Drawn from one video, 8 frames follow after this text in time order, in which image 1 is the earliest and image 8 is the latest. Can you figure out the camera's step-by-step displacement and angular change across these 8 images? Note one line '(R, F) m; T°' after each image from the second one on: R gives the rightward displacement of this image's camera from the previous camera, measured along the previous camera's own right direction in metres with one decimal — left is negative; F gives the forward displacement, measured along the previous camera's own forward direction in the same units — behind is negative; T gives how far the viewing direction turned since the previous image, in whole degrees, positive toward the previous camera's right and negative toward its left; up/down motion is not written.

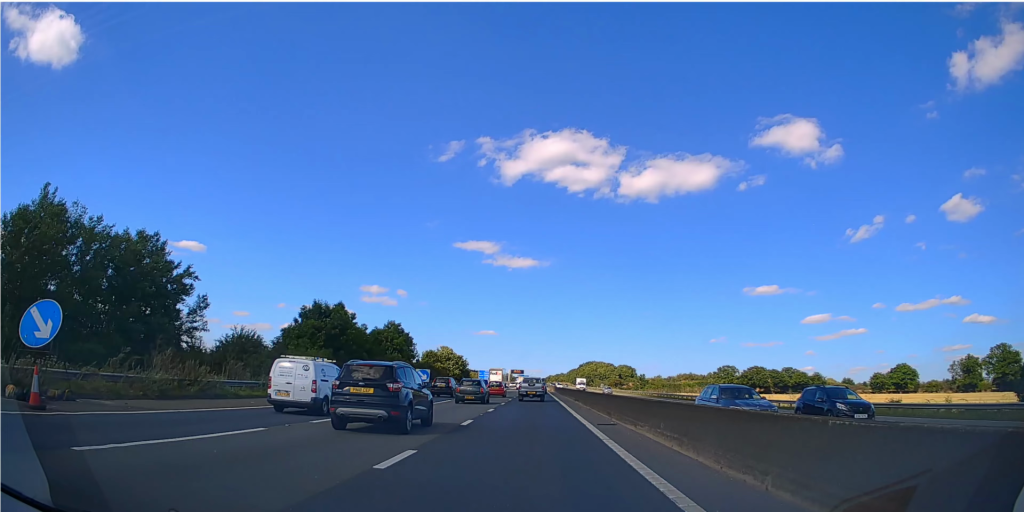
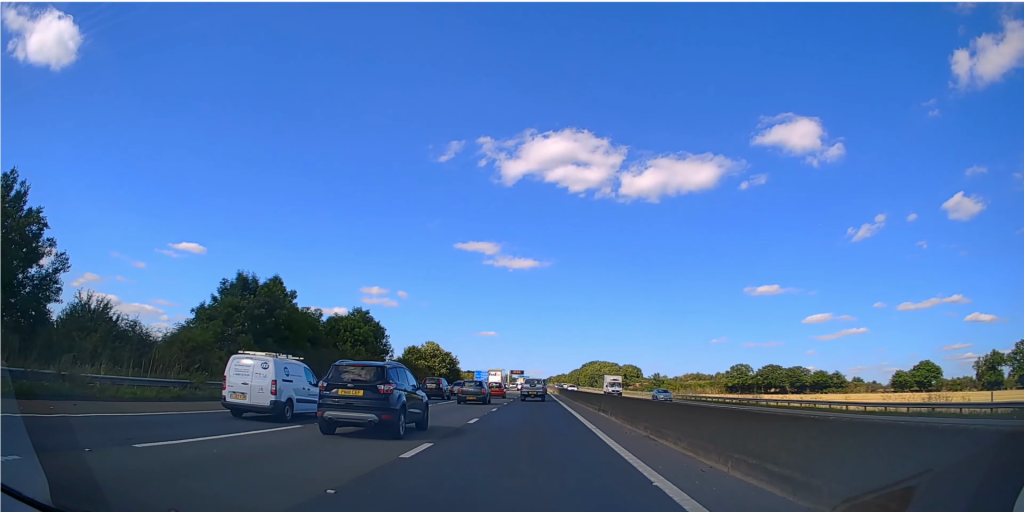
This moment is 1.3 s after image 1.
(-0.1, +17.2) m; 0°
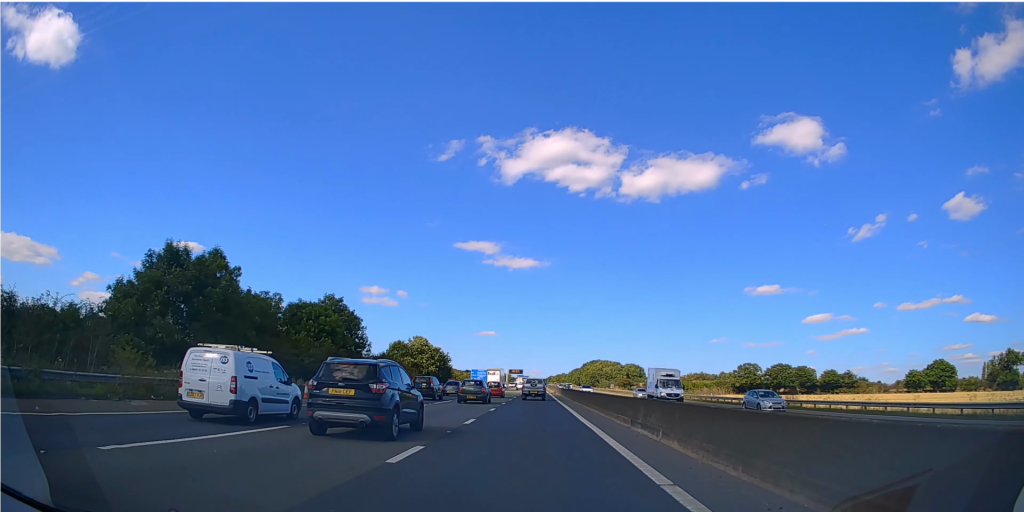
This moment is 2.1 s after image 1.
(+0.2, +10.3) m; +1°
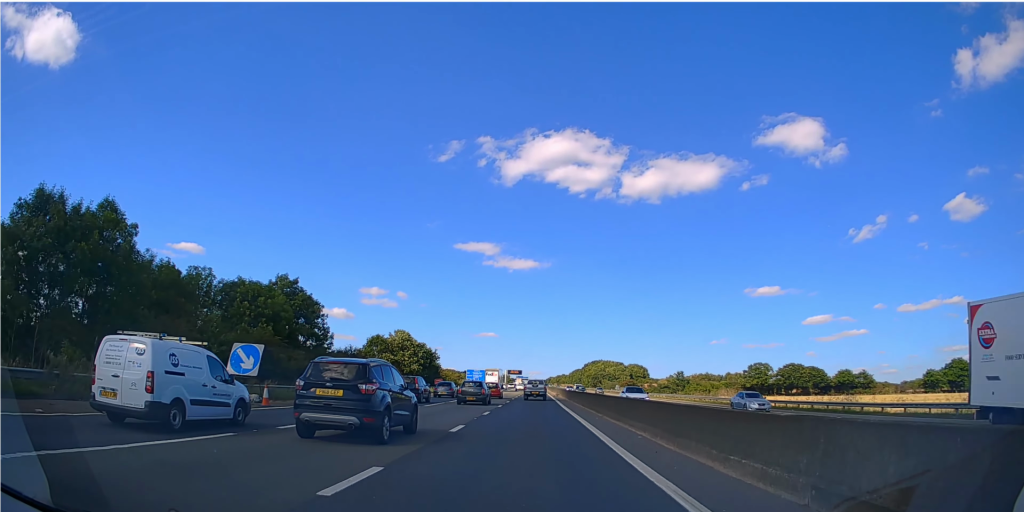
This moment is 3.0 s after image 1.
(+0.1, +12.3) m; 0°
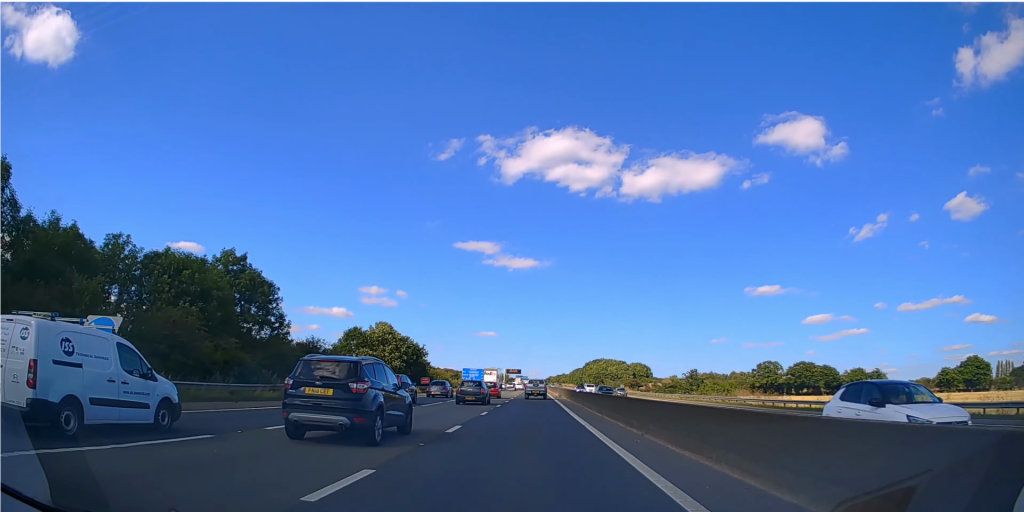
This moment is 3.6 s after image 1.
(0.0, +9.3) m; -1°
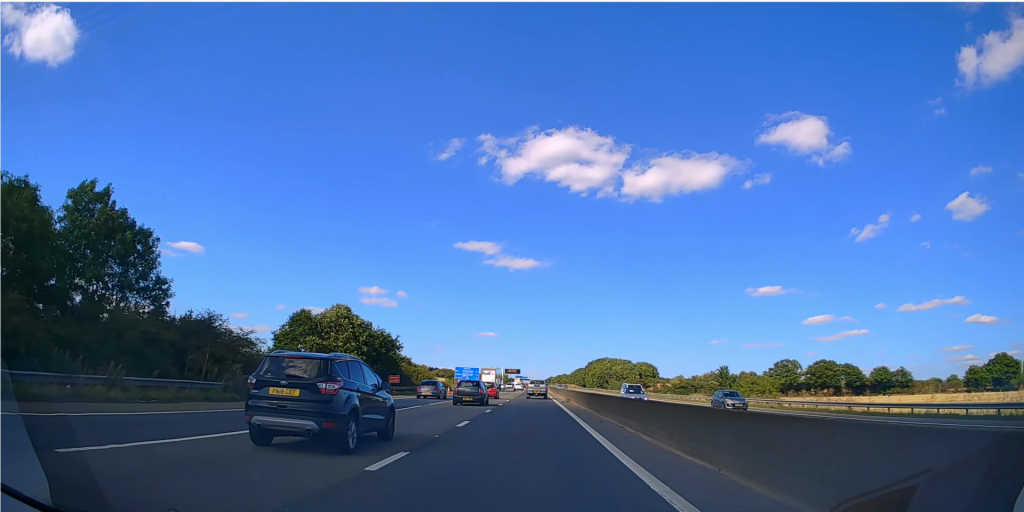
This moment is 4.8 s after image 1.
(-0.1, +16.4) m; +1°
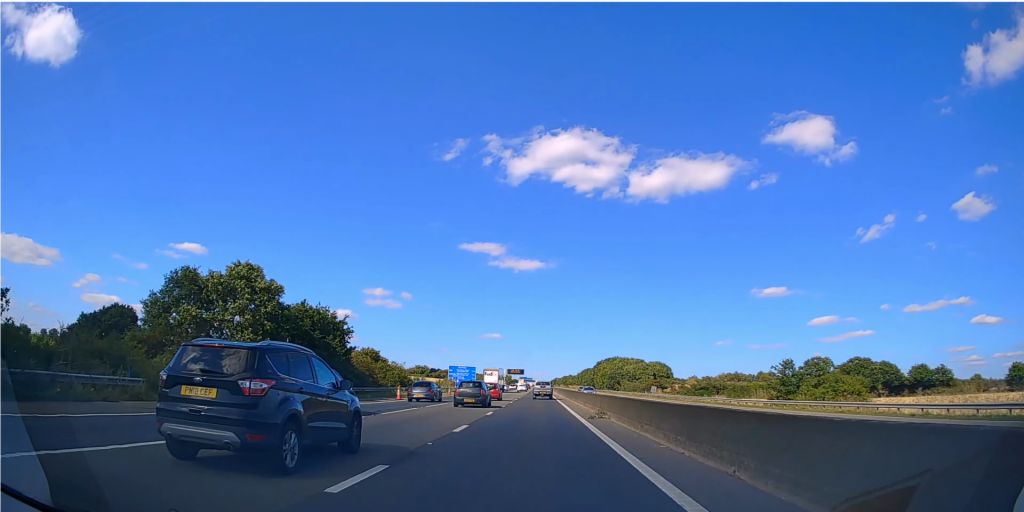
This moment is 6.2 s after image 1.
(+0.1, +20.6) m; -1°
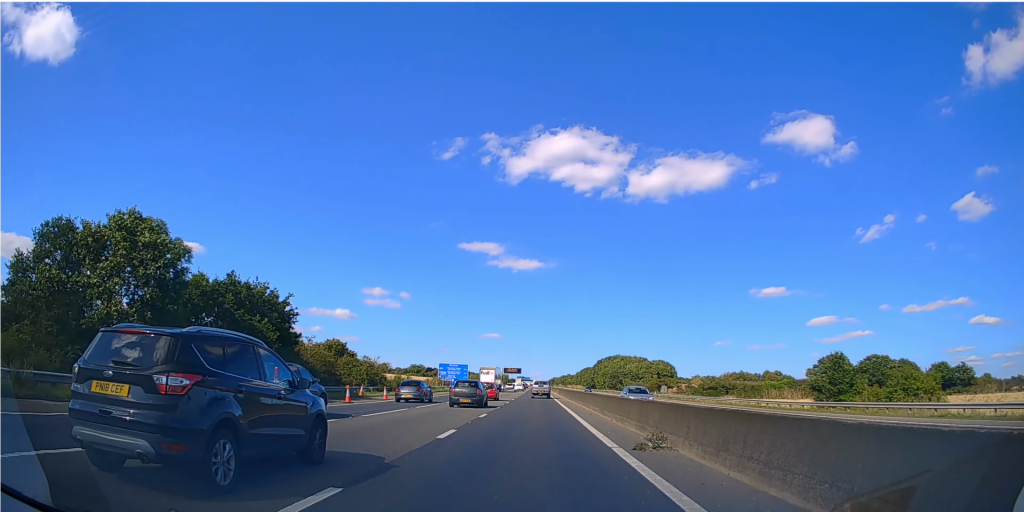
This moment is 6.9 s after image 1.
(-0.1, +11.1) m; -1°
